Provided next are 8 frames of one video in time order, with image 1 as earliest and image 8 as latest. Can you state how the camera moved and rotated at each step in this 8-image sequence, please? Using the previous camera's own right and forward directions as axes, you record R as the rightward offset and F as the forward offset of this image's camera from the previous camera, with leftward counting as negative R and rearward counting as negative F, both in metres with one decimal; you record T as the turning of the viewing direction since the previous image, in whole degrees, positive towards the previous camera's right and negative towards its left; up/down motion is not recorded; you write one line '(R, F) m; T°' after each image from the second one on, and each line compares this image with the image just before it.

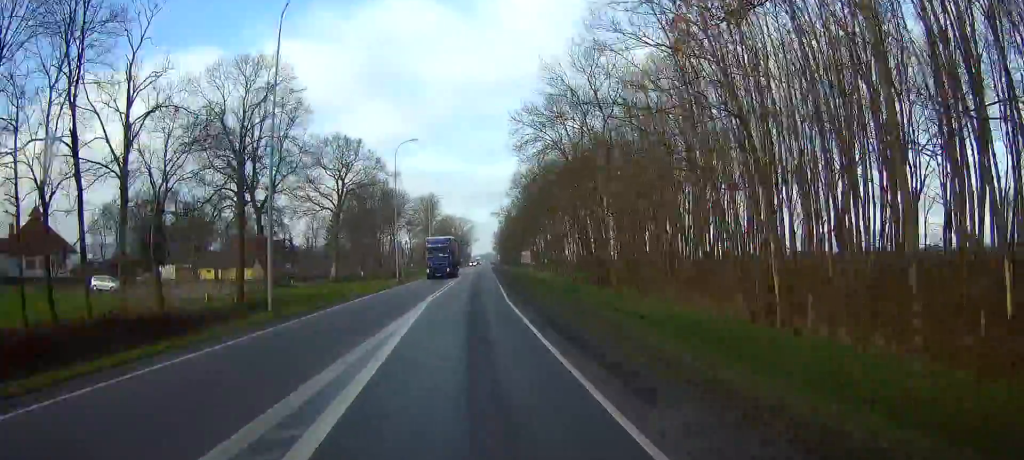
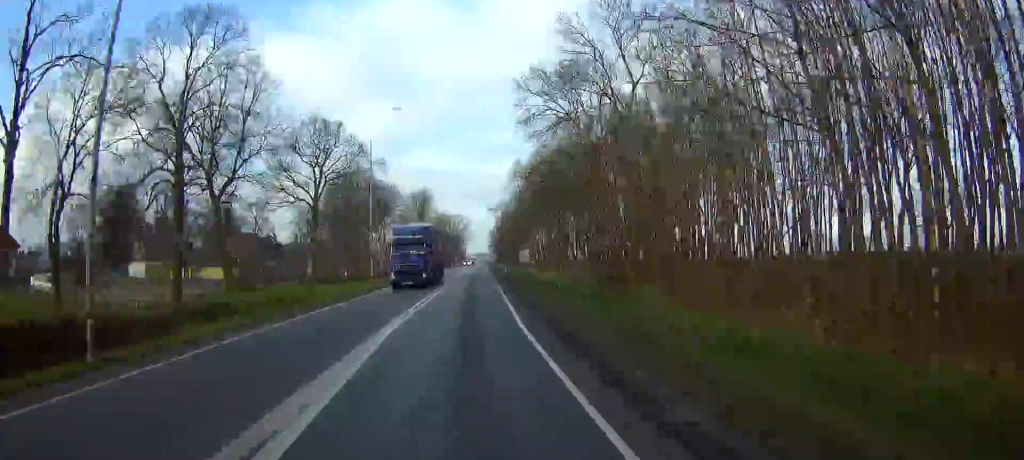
(0.0, +12.1) m; 0°
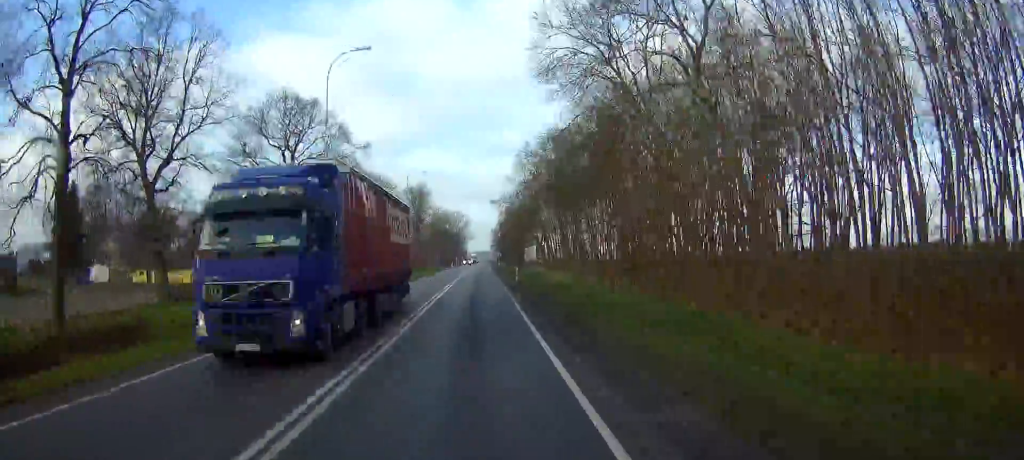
(+0.1, +15.2) m; 0°
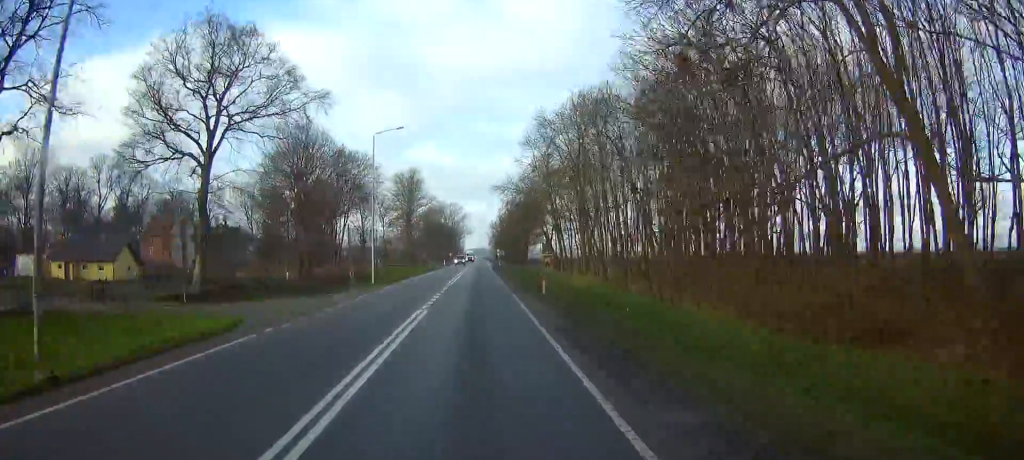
(+0.1, +22.9) m; 0°
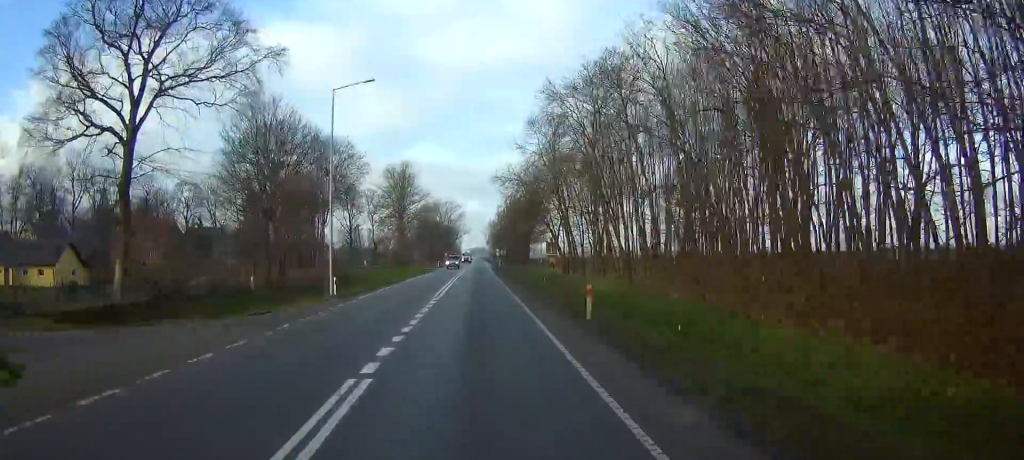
(+0.1, +13.0) m; 0°
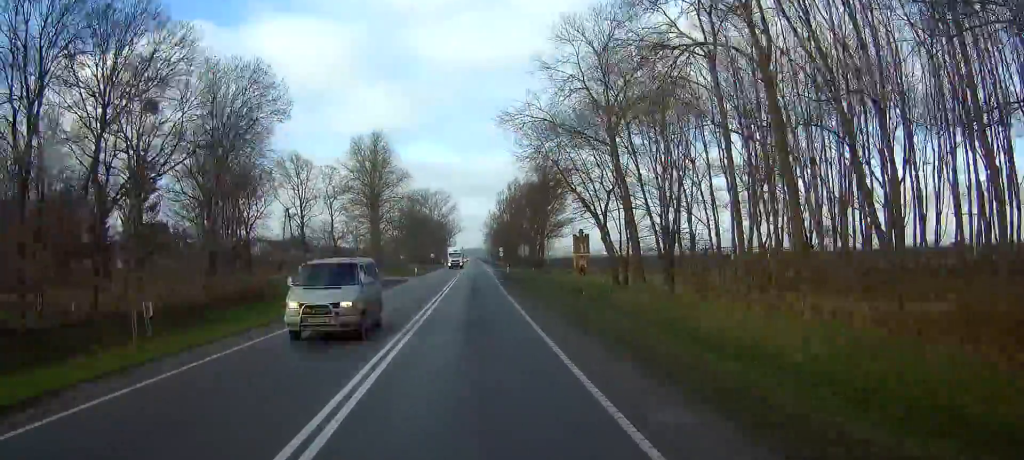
(0.0, +40.0) m; 0°
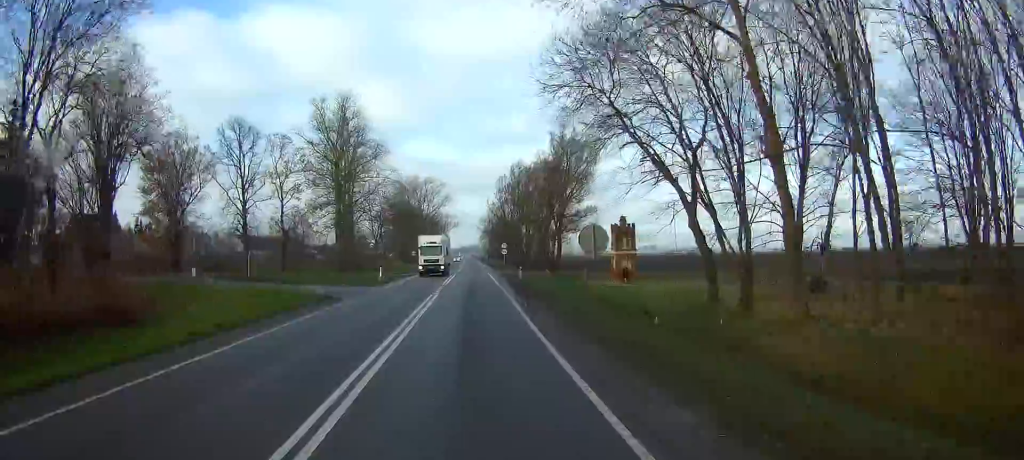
(0.0, +27.1) m; 0°
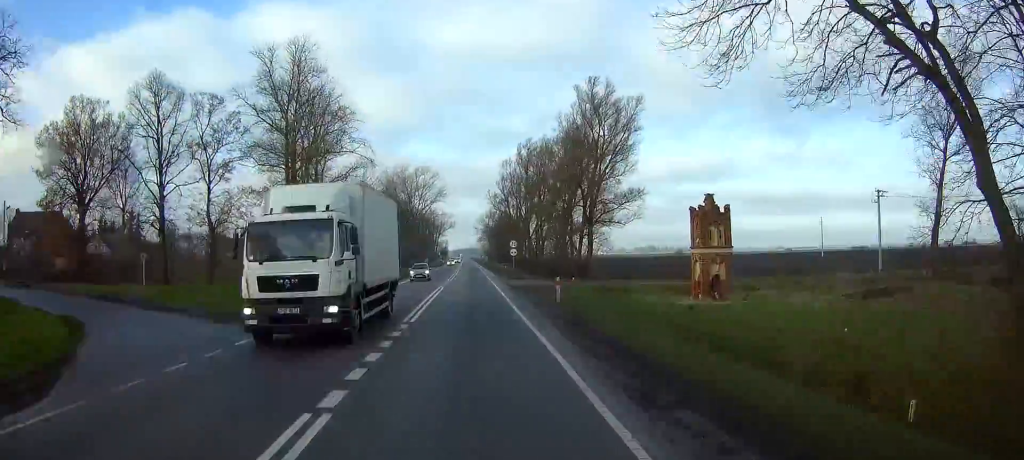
(-0.2, +23.4) m; 0°
